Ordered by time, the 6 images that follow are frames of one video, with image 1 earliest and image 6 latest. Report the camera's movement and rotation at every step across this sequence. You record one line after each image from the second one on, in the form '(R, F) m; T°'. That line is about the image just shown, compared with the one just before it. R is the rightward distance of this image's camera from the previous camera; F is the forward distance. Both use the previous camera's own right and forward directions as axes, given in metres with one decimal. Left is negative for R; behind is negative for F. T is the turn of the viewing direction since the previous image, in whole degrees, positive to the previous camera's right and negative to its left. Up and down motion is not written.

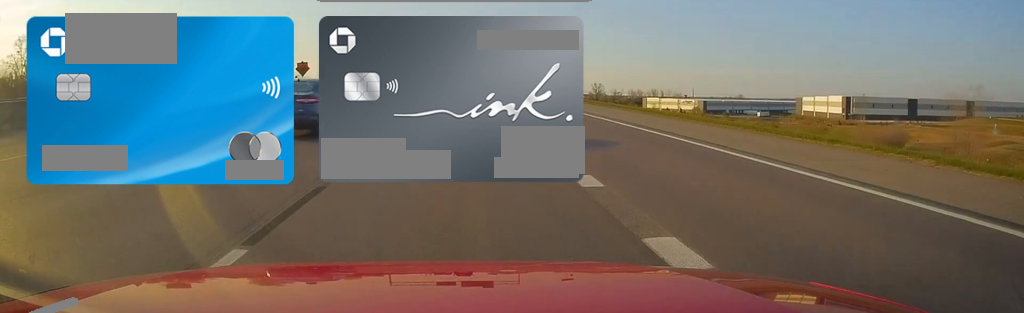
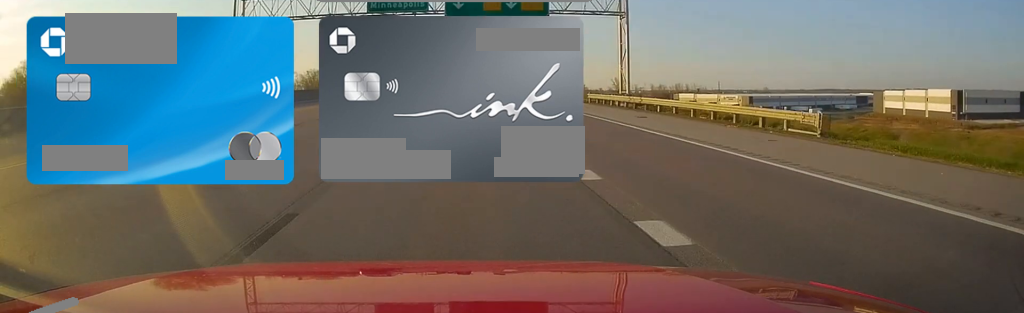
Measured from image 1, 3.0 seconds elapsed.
(+1.6, +86.9) m; 0°
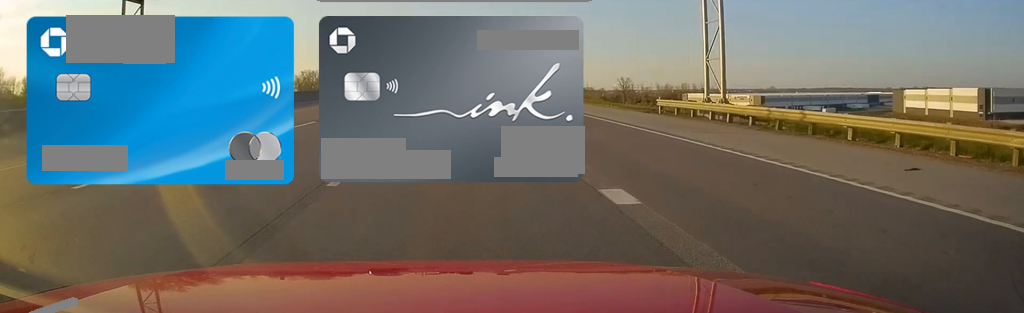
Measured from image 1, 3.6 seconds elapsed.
(-0.1, +16.2) m; 0°
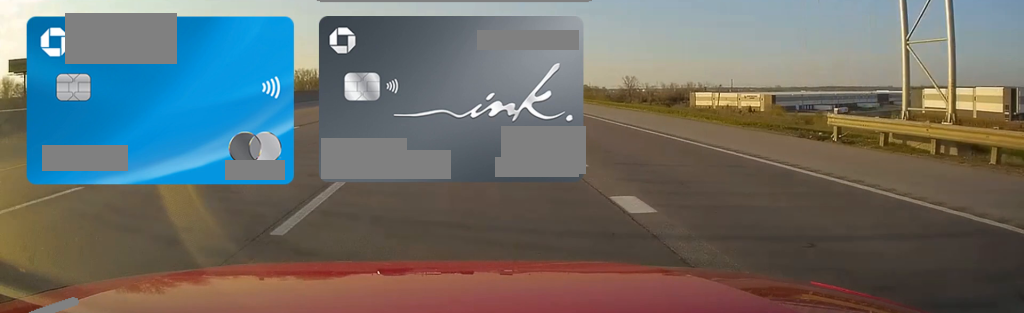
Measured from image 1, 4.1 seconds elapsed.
(-0.1, +15.1) m; 0°
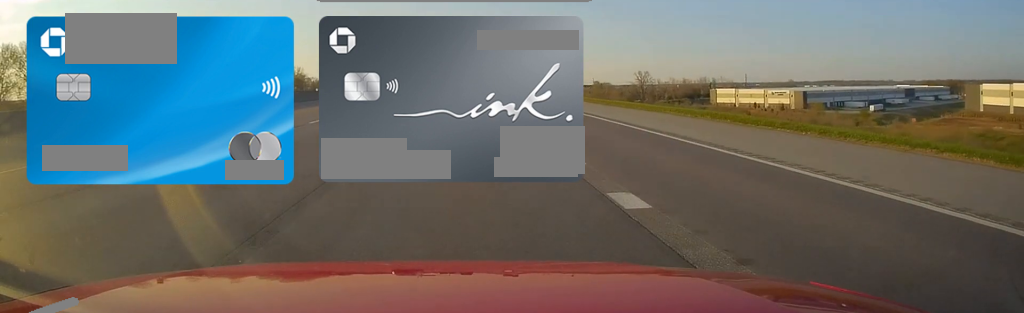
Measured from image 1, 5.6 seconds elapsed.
(+0.5, +43.1) m; +1°
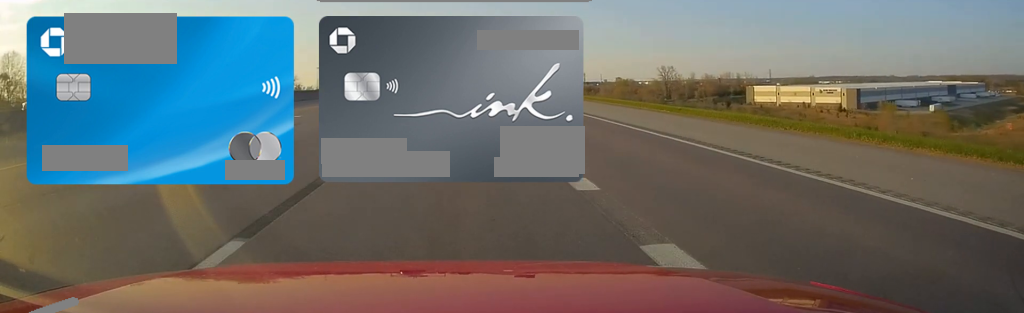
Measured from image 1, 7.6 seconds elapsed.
(-0.1, +57.2) m; 0°
